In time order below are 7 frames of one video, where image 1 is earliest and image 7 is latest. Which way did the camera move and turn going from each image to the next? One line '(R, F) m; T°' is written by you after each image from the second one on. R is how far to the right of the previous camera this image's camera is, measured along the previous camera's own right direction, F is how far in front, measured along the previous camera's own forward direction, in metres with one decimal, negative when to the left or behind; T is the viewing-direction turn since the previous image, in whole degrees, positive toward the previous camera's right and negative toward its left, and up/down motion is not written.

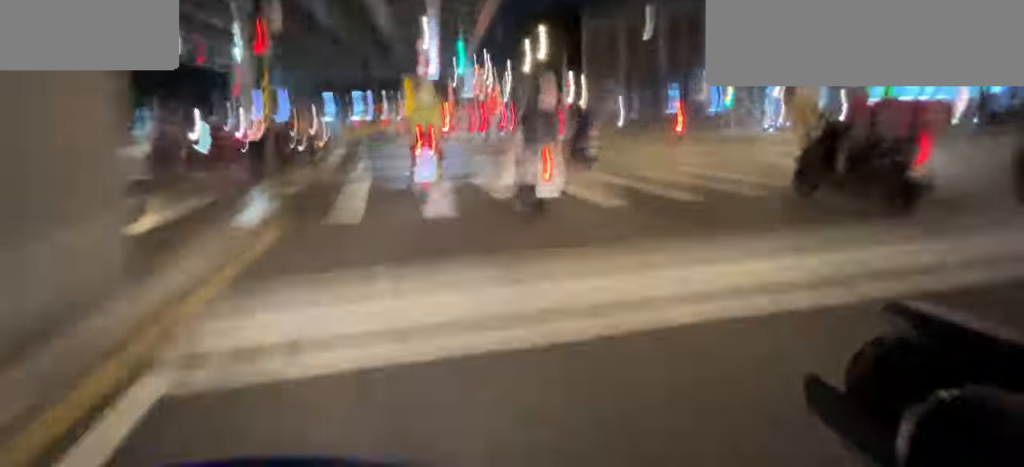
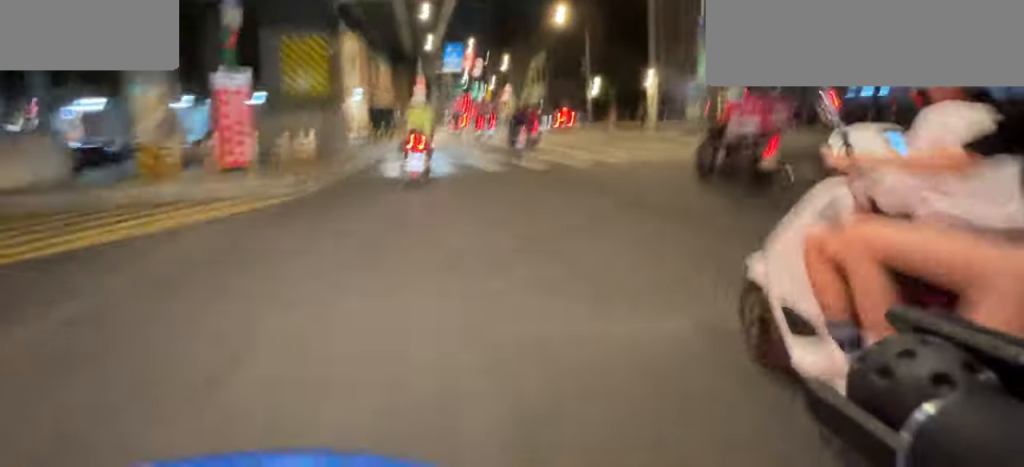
(+5.2, +36.8) m; +9°
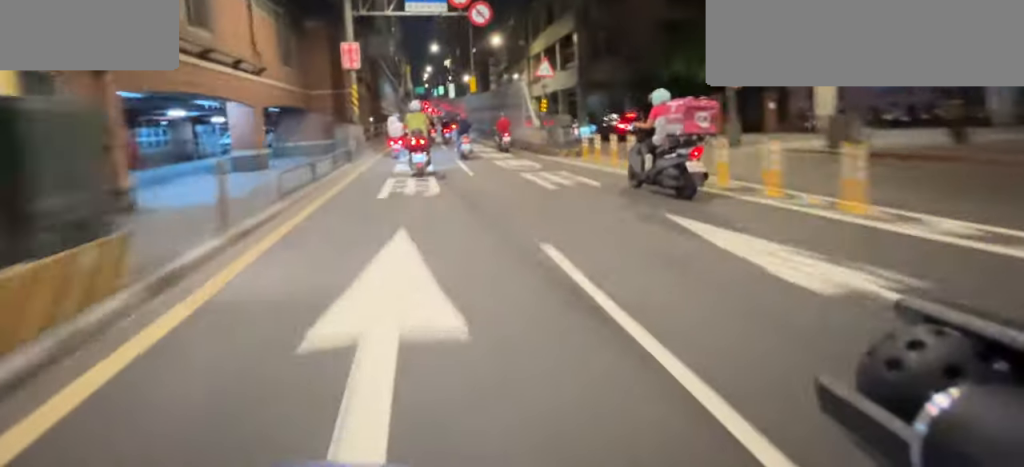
(0.0, +25.8) m; 0°
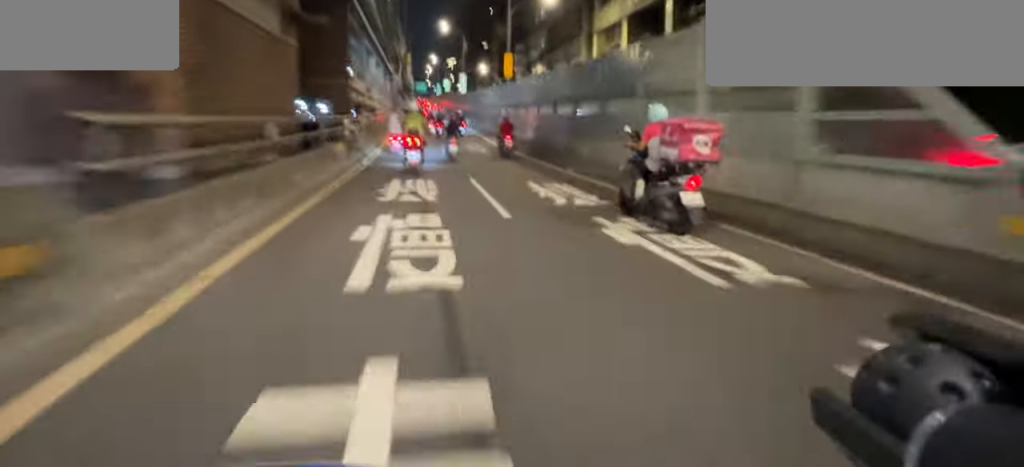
(0.0, +17.0) m; +13°
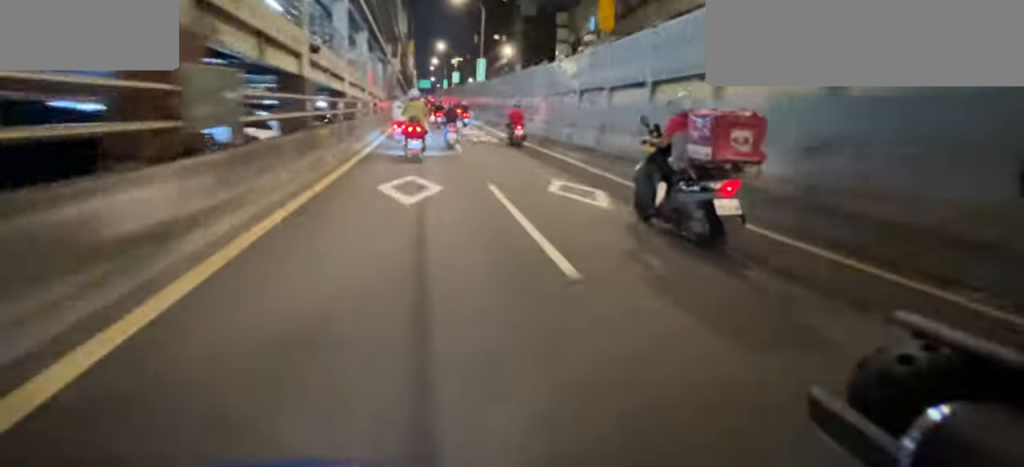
(+2.8, +12.6) m; +15°
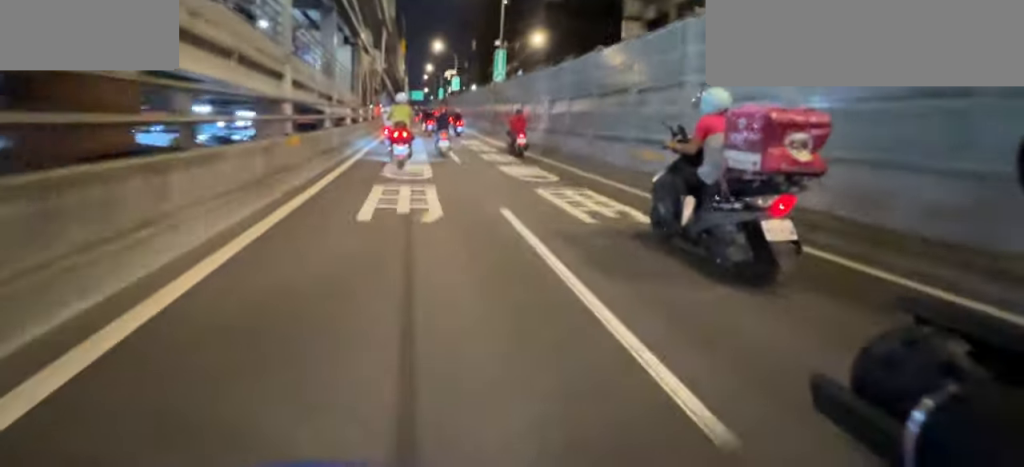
(+1.2, +12.0) m; +6°
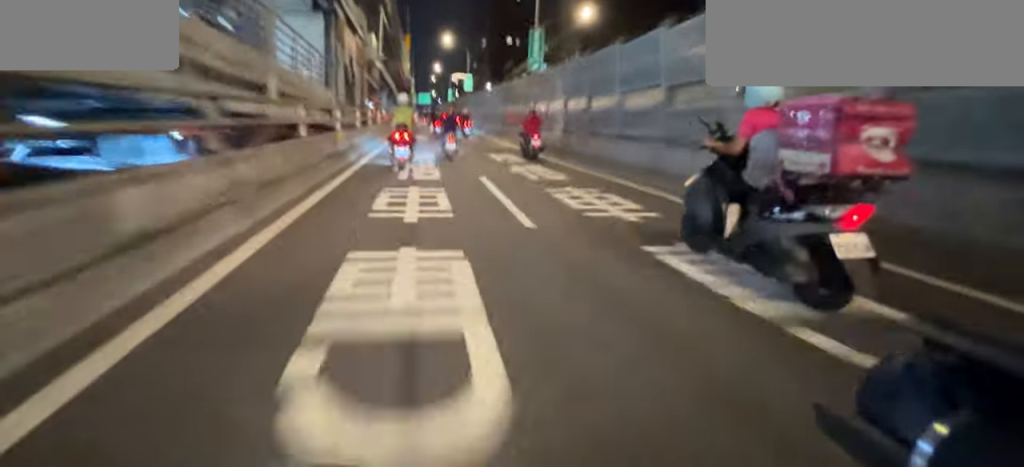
(+0.1, +7.0) m; +1°
